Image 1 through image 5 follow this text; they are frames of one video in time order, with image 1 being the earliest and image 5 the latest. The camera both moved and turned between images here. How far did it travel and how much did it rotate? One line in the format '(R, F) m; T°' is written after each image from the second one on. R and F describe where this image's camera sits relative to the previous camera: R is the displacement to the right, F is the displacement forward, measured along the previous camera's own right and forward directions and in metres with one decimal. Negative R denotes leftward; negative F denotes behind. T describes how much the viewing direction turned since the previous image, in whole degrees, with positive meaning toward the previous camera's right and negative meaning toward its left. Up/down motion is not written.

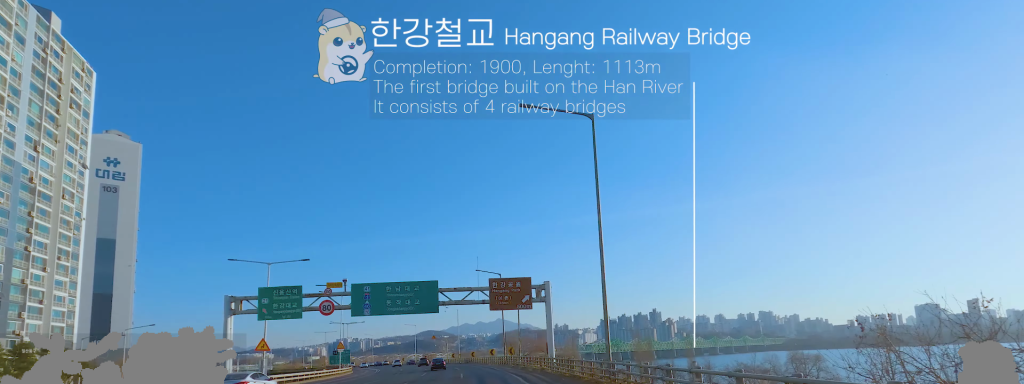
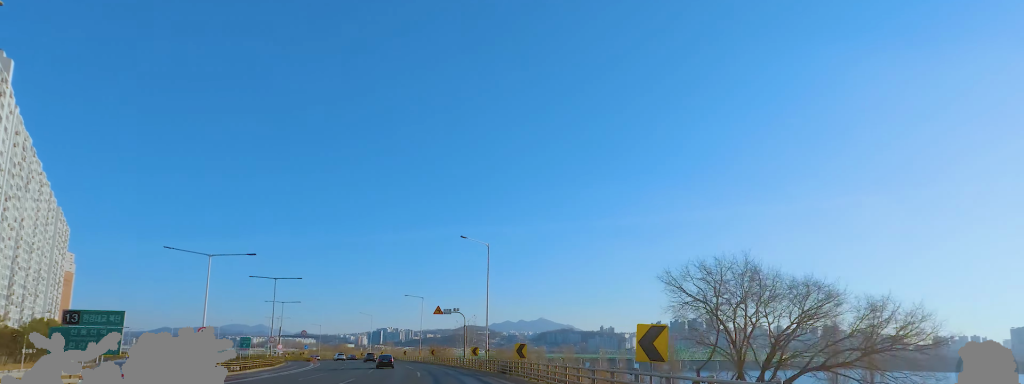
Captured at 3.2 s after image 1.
(-7.4, +66.9) m; -11°
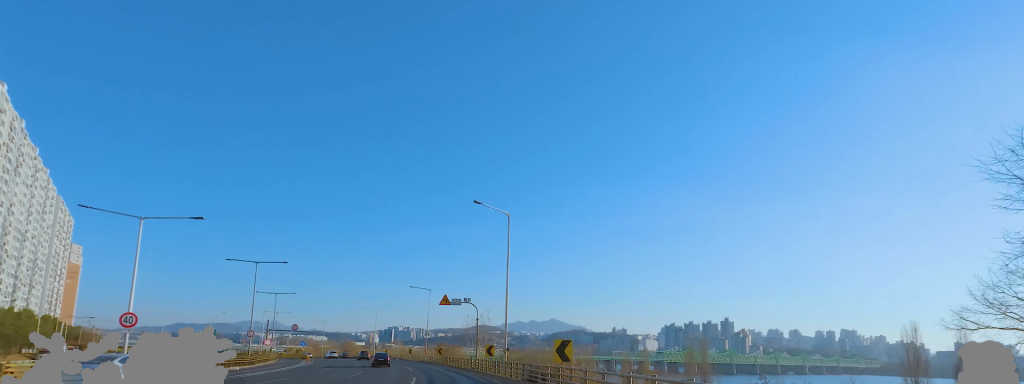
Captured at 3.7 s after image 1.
(+1.1, +11.3) m; -2°
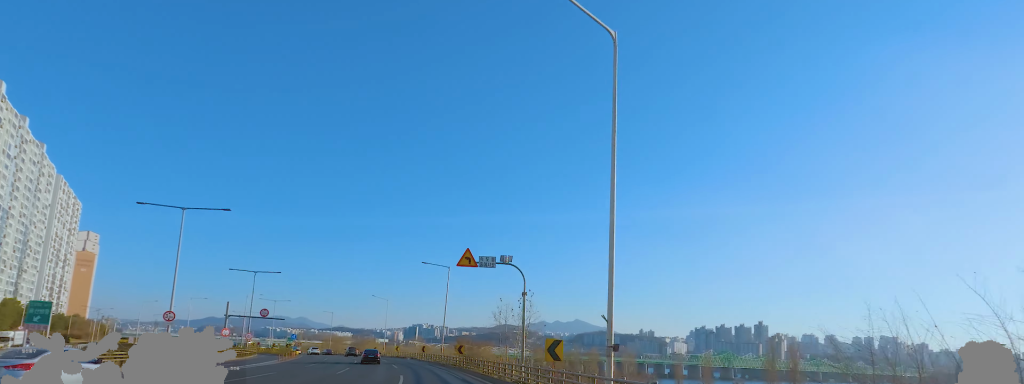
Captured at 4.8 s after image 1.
(-2.6, +22.3) m; -5°
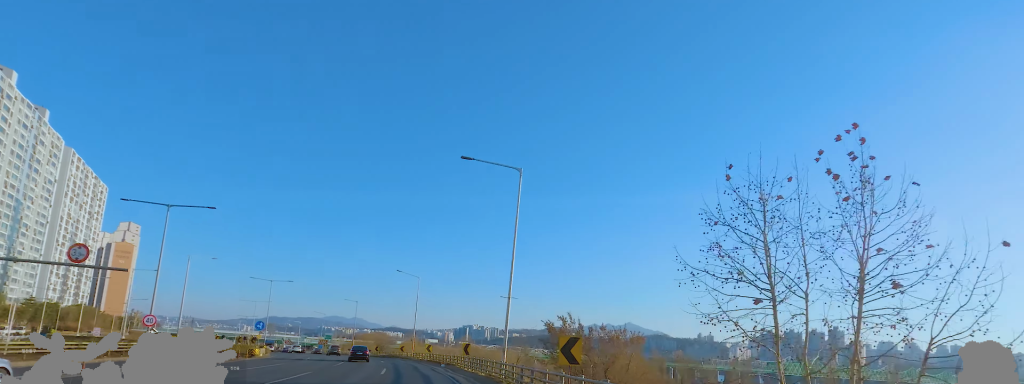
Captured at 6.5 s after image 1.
(-1.3, +36.6) m; -5°
